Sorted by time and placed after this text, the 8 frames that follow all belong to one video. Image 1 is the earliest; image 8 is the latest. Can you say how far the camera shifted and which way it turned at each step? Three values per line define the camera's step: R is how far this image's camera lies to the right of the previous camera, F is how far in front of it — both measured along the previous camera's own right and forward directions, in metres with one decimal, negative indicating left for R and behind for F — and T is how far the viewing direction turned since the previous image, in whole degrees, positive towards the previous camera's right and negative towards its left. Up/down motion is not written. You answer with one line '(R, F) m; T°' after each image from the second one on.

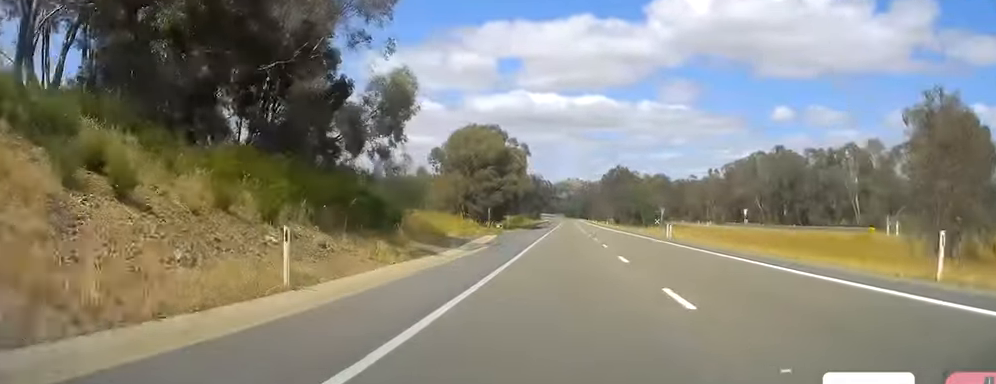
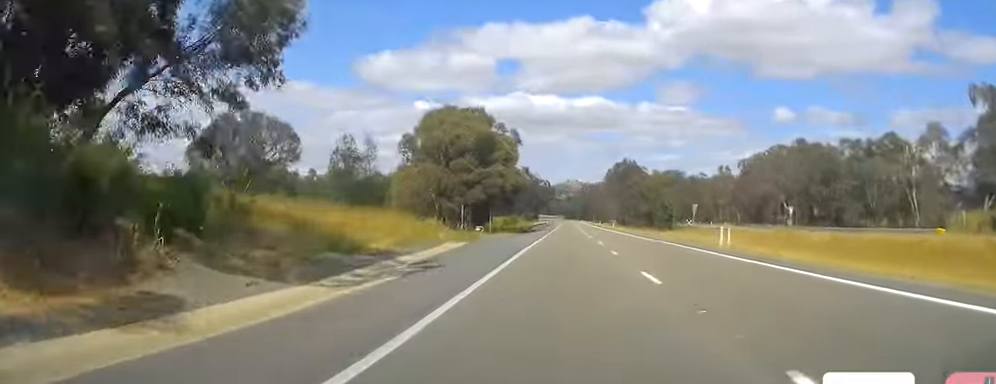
(+0.1, +20.0) m; 0°
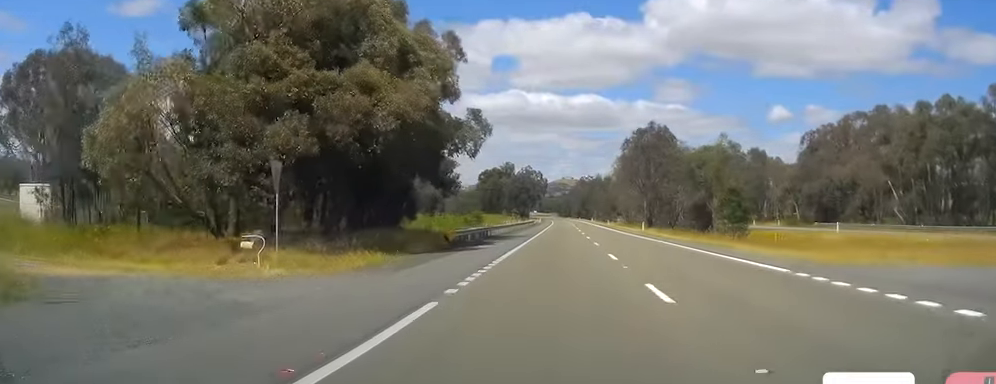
(+0.3, +51.4) m; 0°
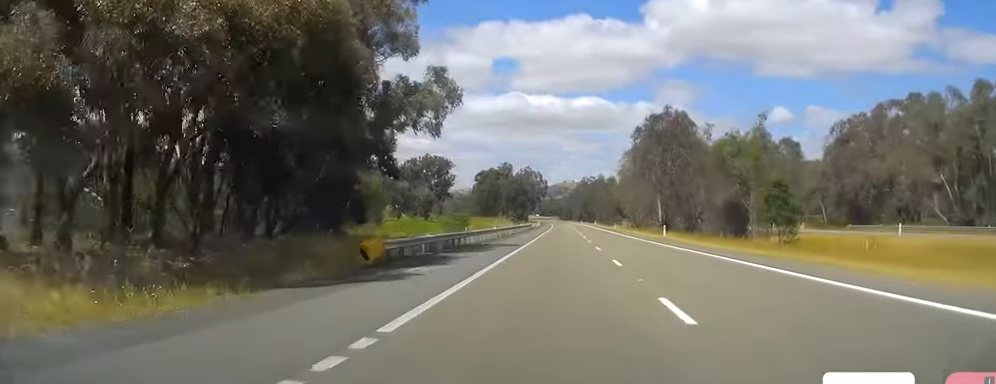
(+0.1, +14.2) m; -1°
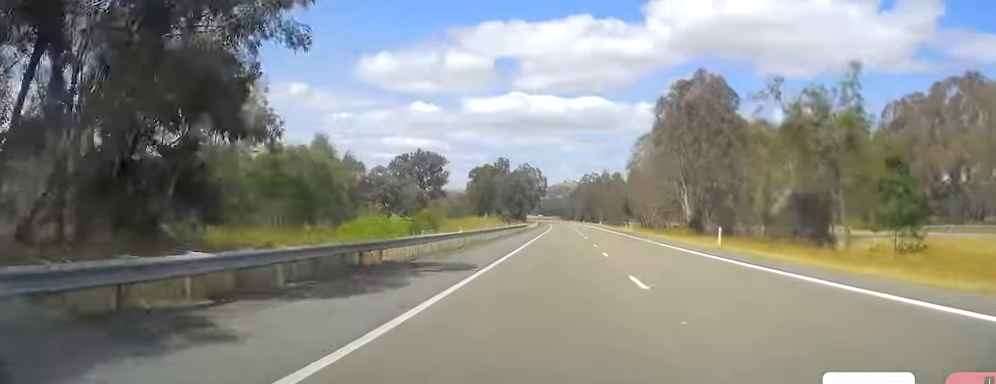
(-0.3, +19.0) m; 0°
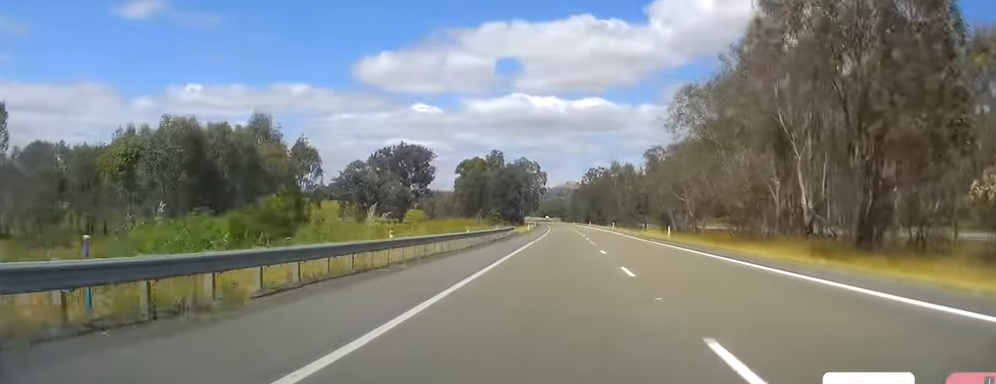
(+0.1, +33.2) m; +1°
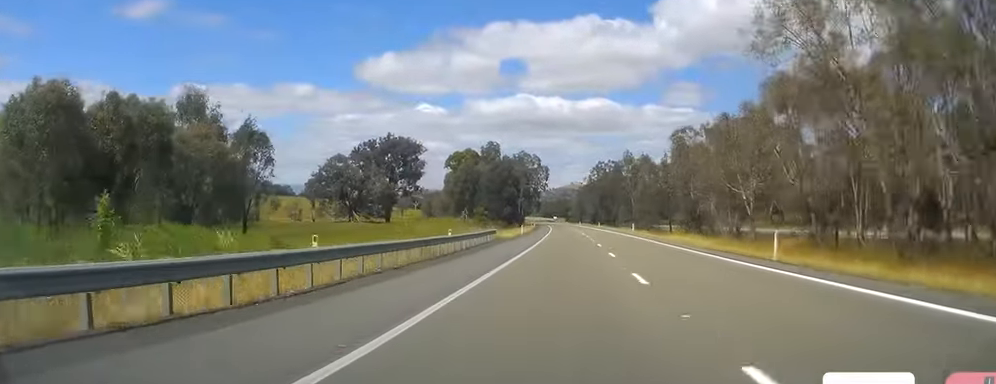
(+0.2, +25.7) m; 0°
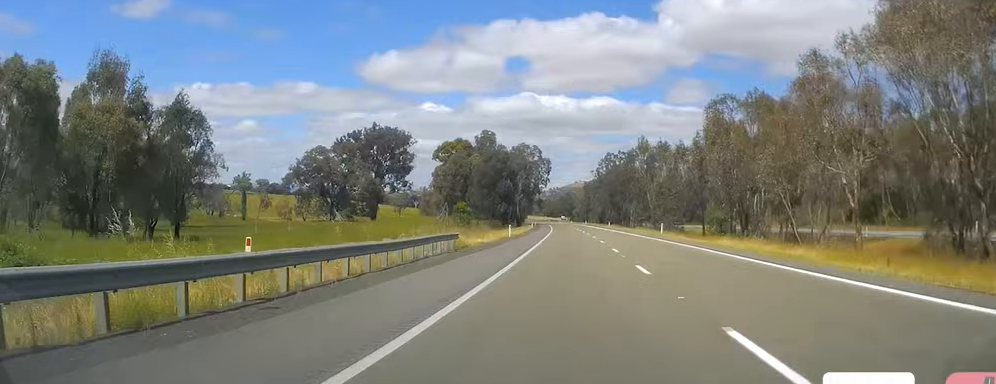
(-0.1, +22.0) m; -1°
